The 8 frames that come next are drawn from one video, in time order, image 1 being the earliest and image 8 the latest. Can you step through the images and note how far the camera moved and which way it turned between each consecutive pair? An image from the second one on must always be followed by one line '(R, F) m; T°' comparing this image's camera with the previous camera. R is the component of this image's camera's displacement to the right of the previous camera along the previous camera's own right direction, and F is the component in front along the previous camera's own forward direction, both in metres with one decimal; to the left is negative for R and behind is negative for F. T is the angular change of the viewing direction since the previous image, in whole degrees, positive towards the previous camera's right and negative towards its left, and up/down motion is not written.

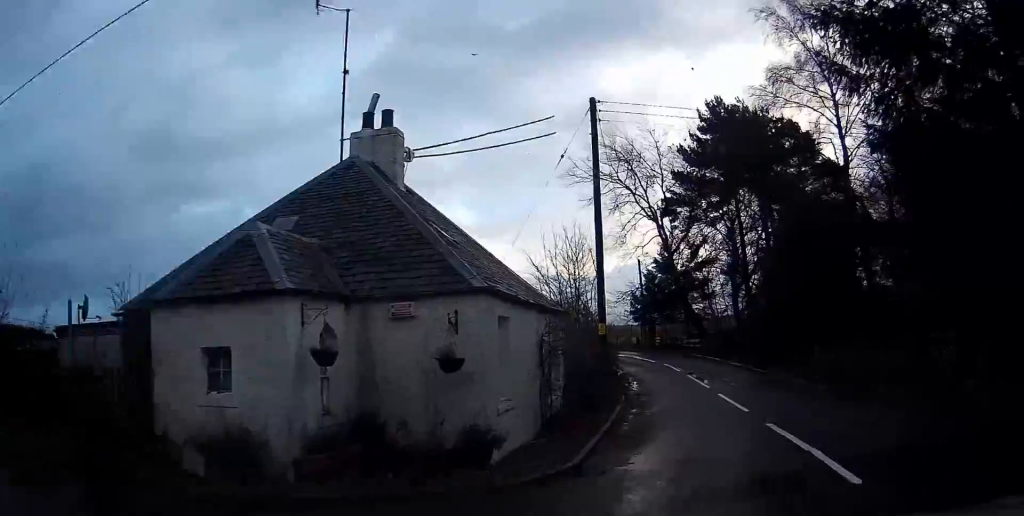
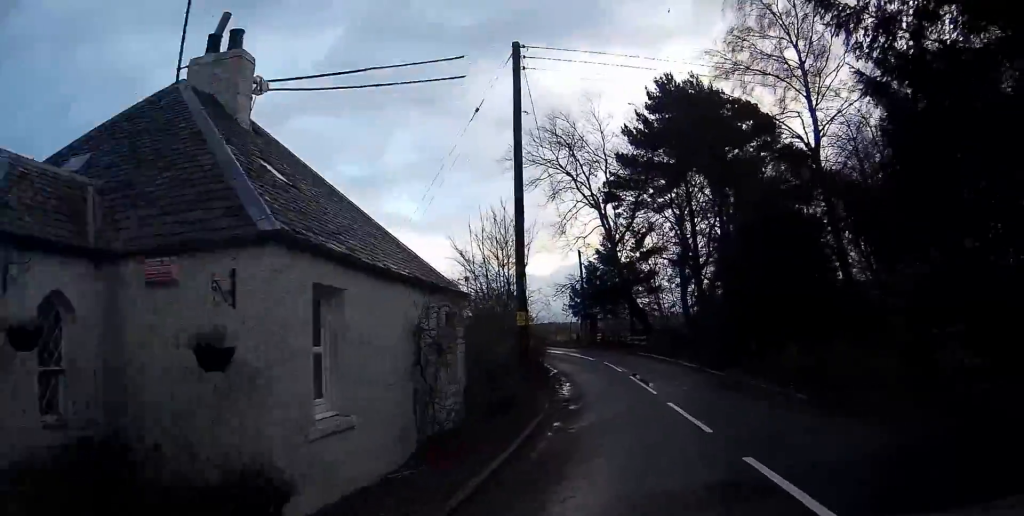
(+0.5, +3.7) m; +10°
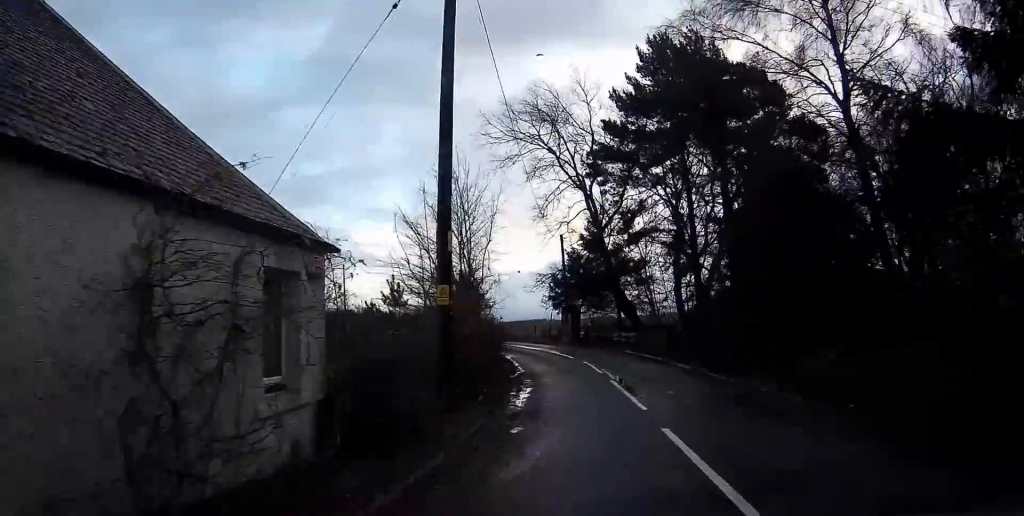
(+0.4, +5.6) m; +4°
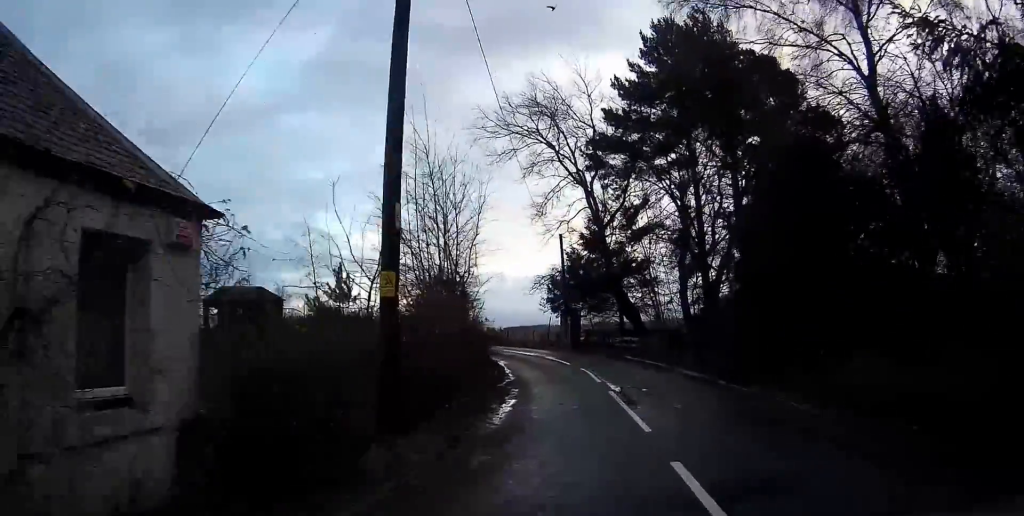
(0.0, +2.7) m; 0°
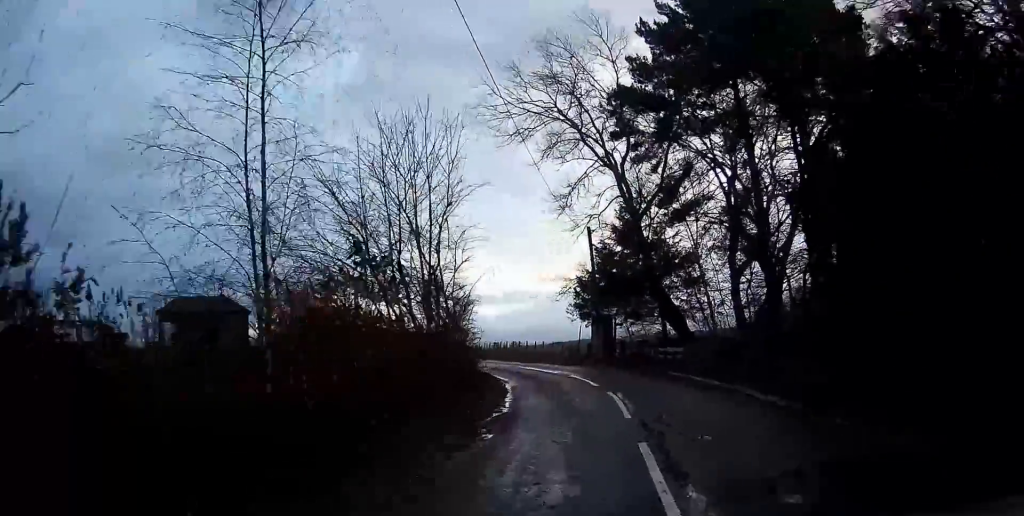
(0.0, +7.8) m; -1°
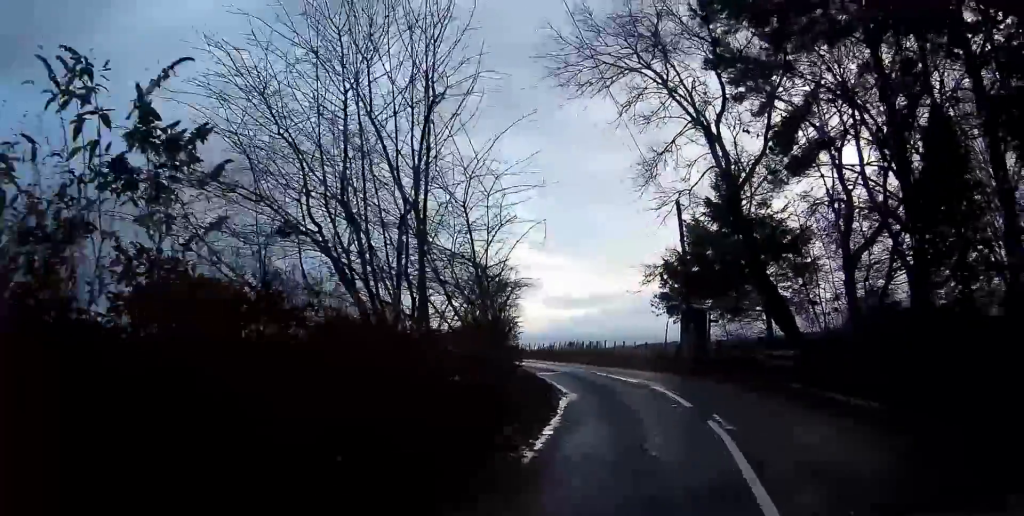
(-0.1, +7.6) m; -4°
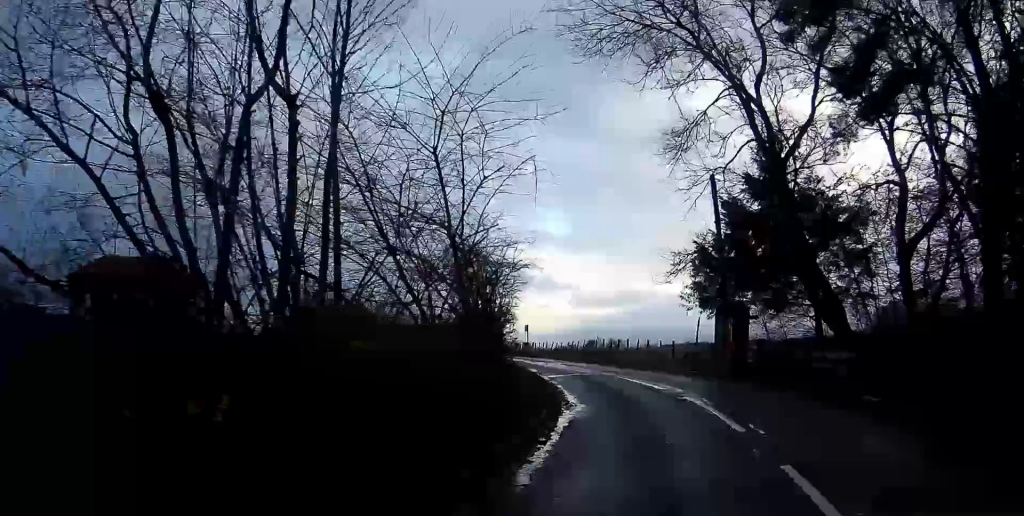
(-0.2, +4.7) m; -4°
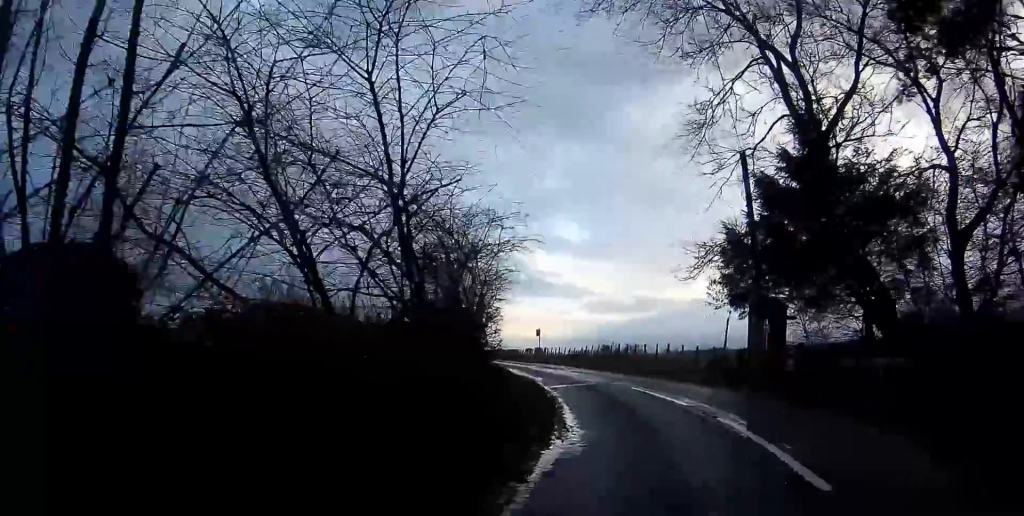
(-0.2, +4.3) m; -4°
